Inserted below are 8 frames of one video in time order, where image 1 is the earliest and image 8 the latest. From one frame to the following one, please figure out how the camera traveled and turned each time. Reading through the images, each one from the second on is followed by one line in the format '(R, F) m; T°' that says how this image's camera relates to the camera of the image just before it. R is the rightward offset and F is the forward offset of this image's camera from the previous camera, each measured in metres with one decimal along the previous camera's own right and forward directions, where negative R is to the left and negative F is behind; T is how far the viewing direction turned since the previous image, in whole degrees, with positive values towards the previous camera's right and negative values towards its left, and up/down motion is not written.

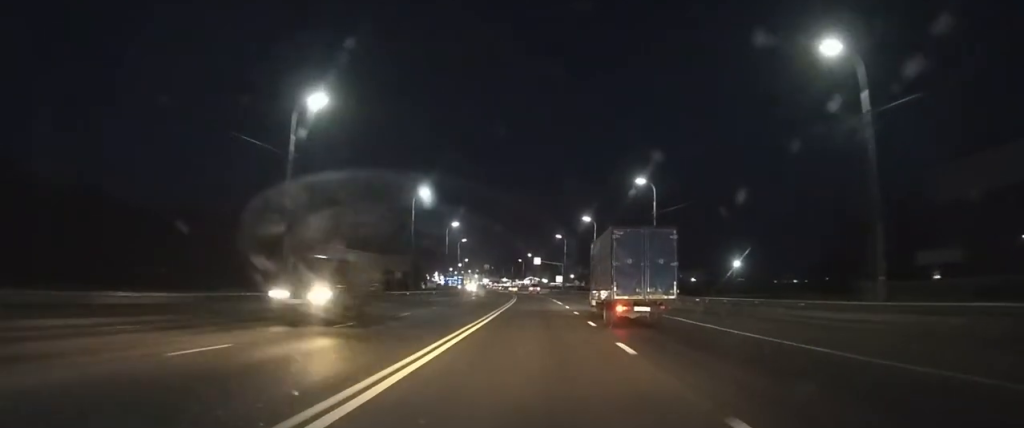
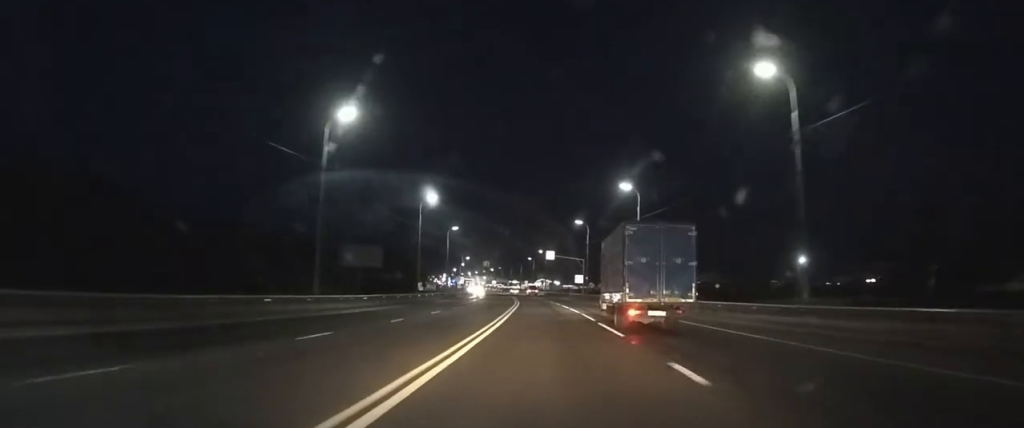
(0.0, +21.8) m; 0°
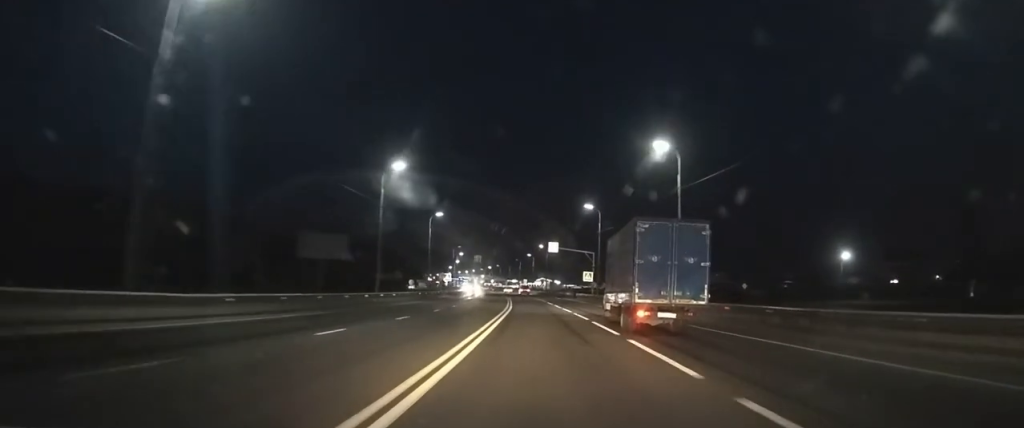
(0.0, +12.5) m; 0°
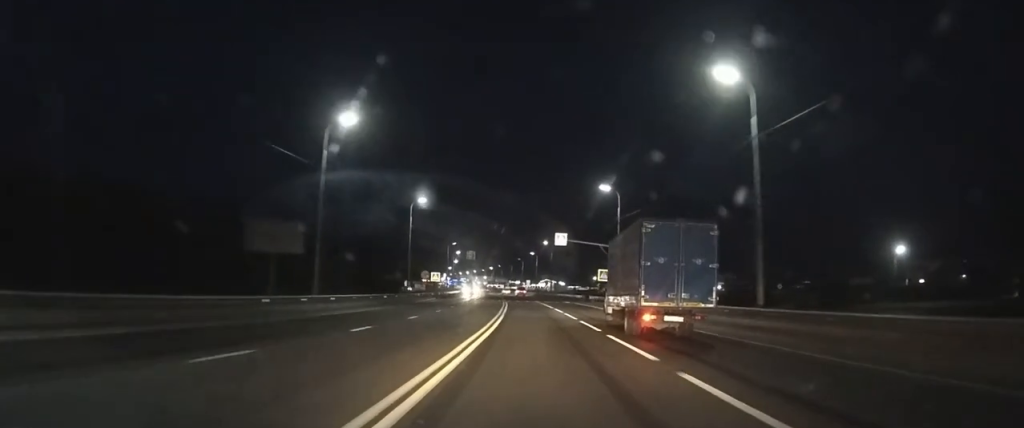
(0.0, +11.8) m; 0°
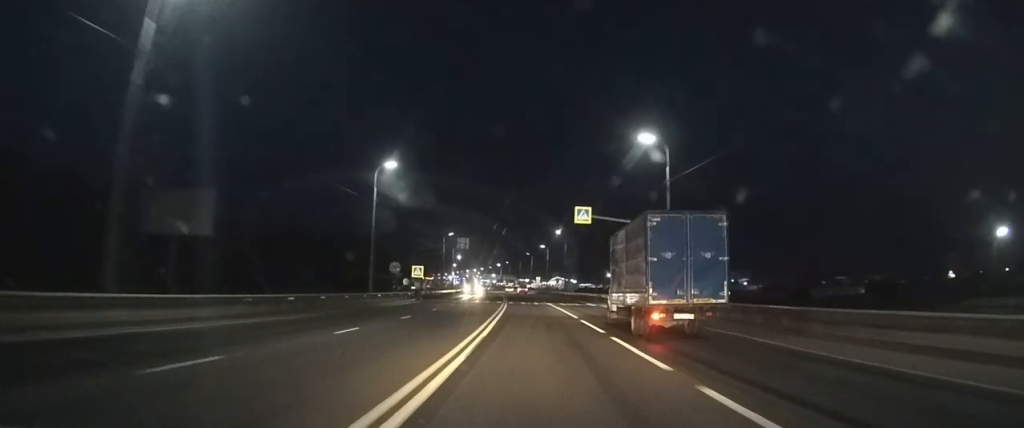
(0.0, +16.7) m; 0°
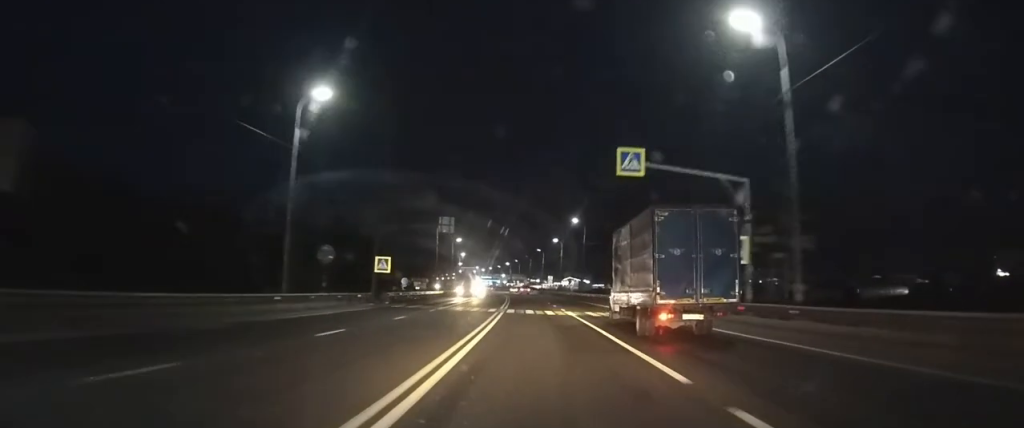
(-0.1, +17.5) m; -1°
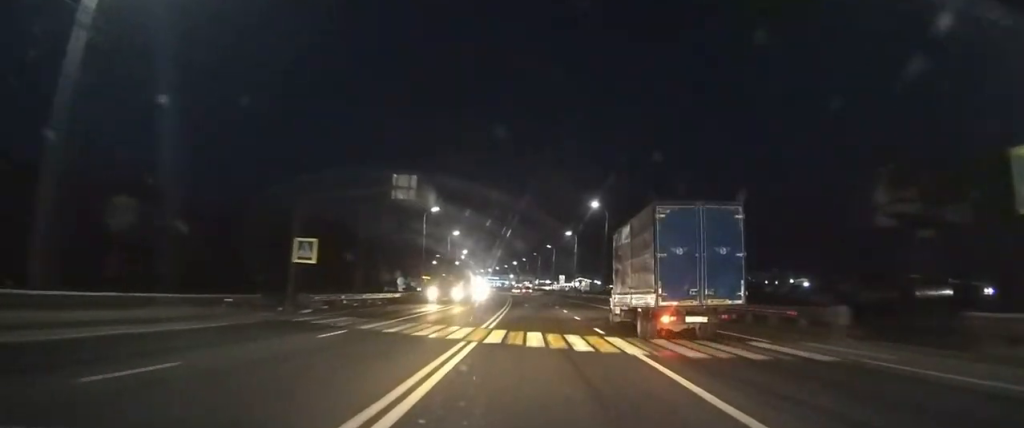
(-0.1, +16.5) m; -1°
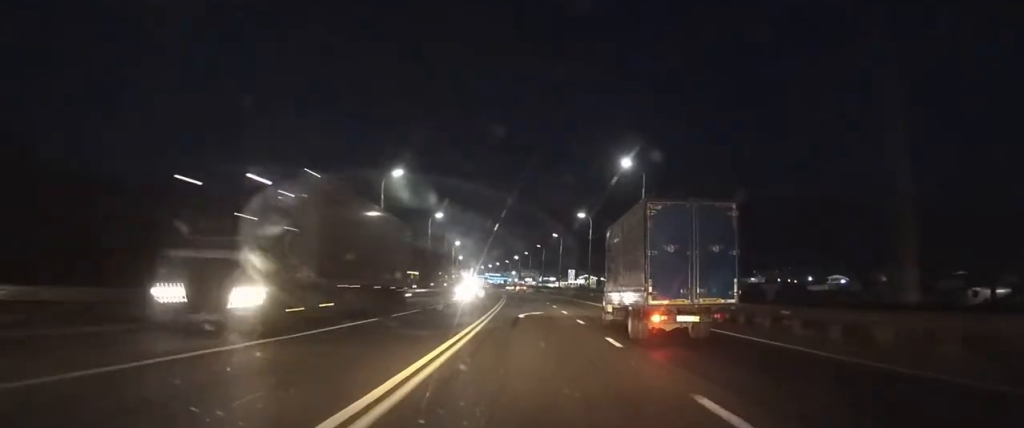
(-0.2, +21.1) m; -1°
